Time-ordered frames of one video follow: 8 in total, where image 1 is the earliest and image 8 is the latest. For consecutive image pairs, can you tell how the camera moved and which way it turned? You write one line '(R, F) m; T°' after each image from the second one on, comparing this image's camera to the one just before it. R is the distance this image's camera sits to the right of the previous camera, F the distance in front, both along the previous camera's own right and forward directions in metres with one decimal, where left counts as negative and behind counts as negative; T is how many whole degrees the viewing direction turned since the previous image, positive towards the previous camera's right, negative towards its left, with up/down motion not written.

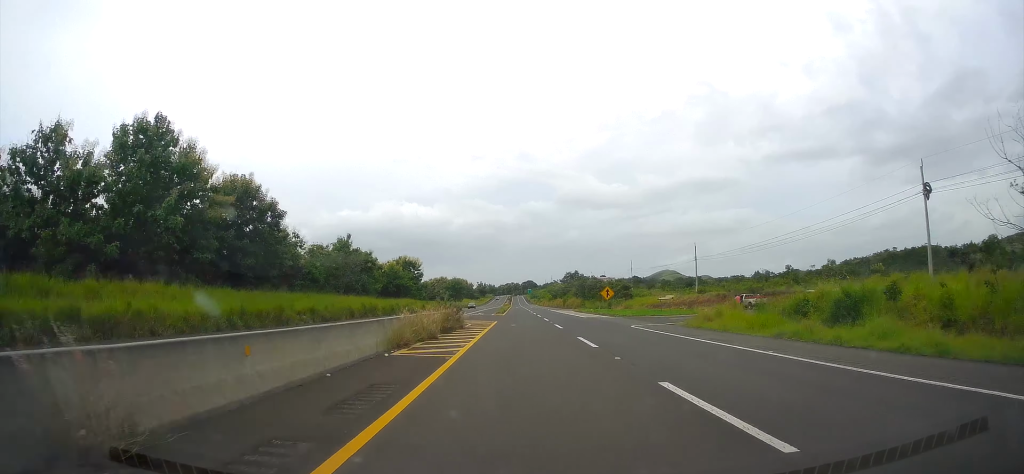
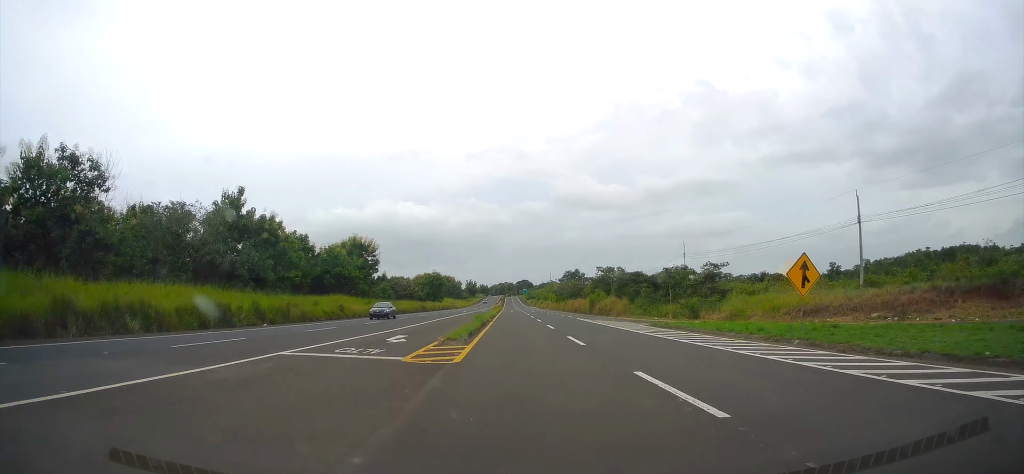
(-0.1, +46.9) m; 0°
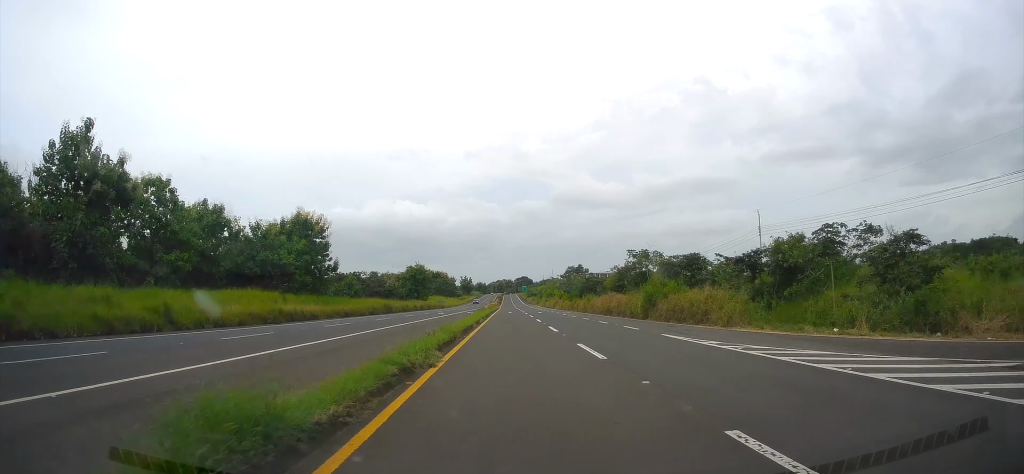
(+0.3, +30.6) m; 0°
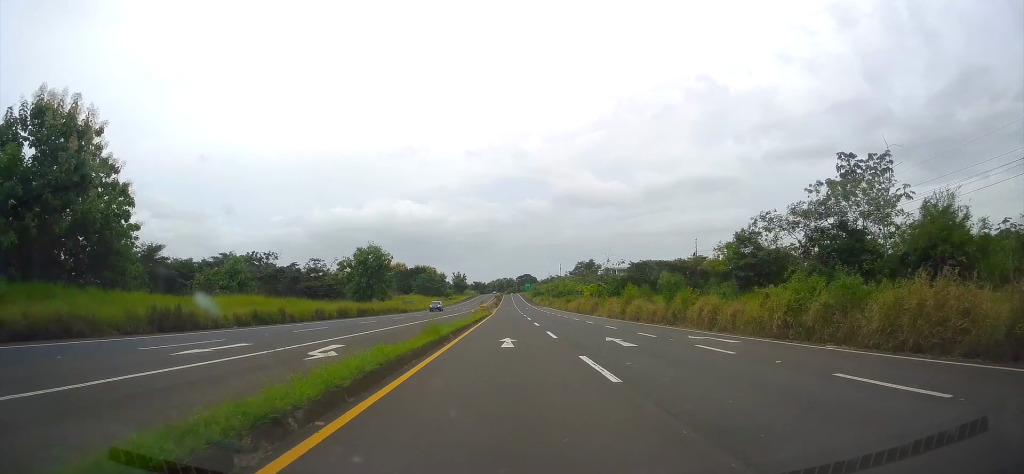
(-0.2, +52.3) m; 0°
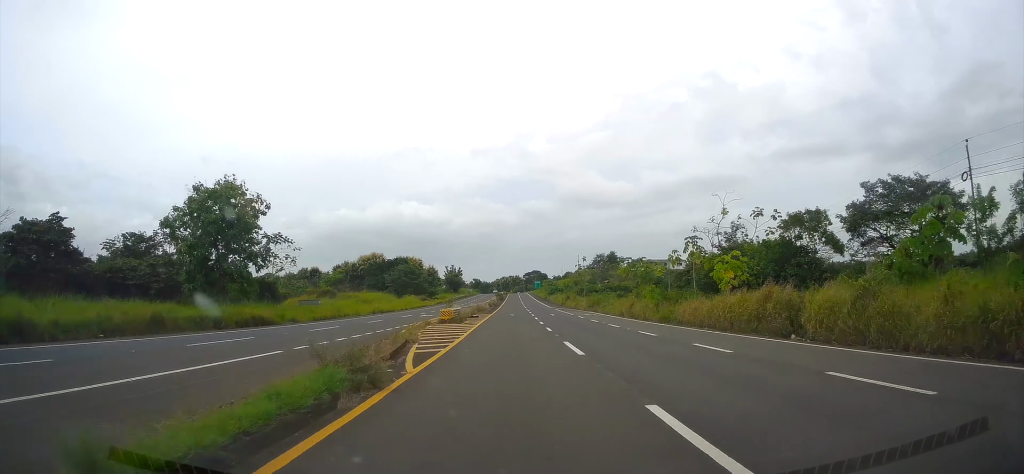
(-0.3, +55.1) m; 0°
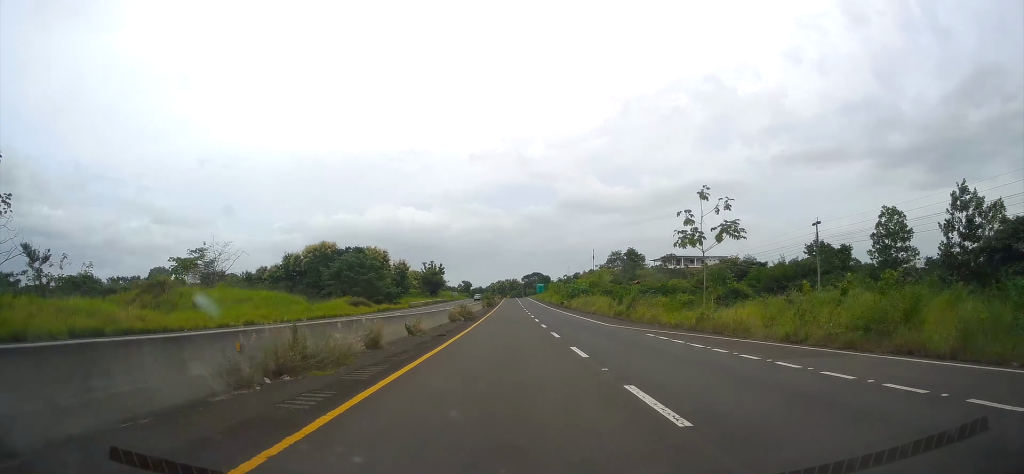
(+0.1, +53.1) m; 0°
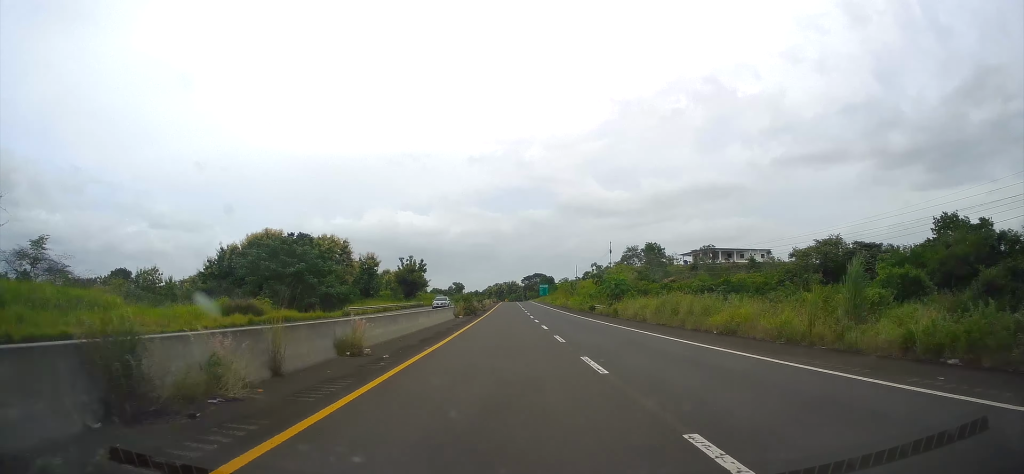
(0.0, +36.2) m; 0°
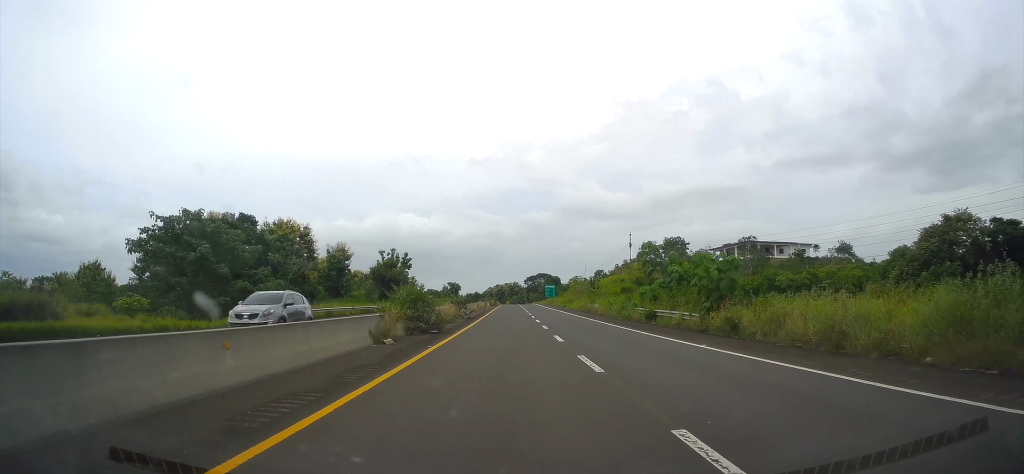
(0.0, +24.2) m; 0°
